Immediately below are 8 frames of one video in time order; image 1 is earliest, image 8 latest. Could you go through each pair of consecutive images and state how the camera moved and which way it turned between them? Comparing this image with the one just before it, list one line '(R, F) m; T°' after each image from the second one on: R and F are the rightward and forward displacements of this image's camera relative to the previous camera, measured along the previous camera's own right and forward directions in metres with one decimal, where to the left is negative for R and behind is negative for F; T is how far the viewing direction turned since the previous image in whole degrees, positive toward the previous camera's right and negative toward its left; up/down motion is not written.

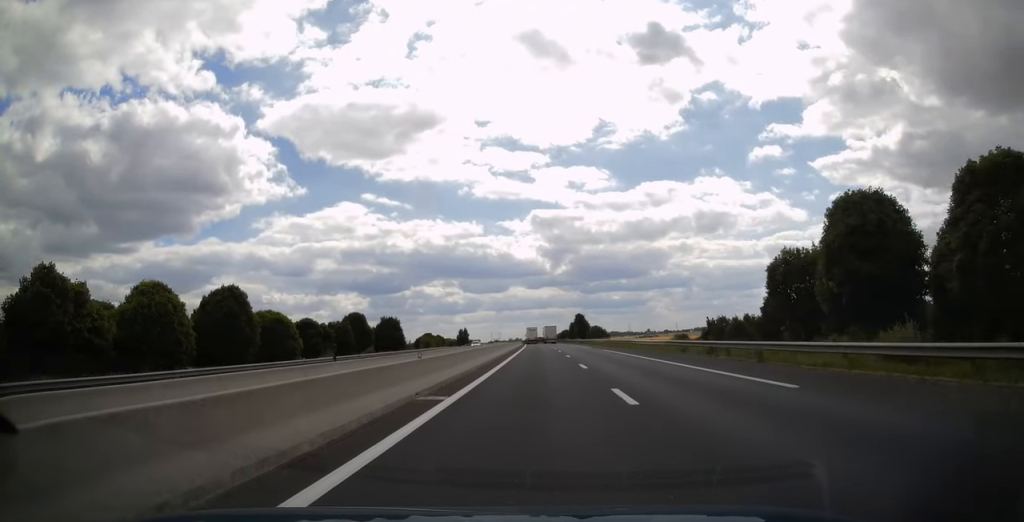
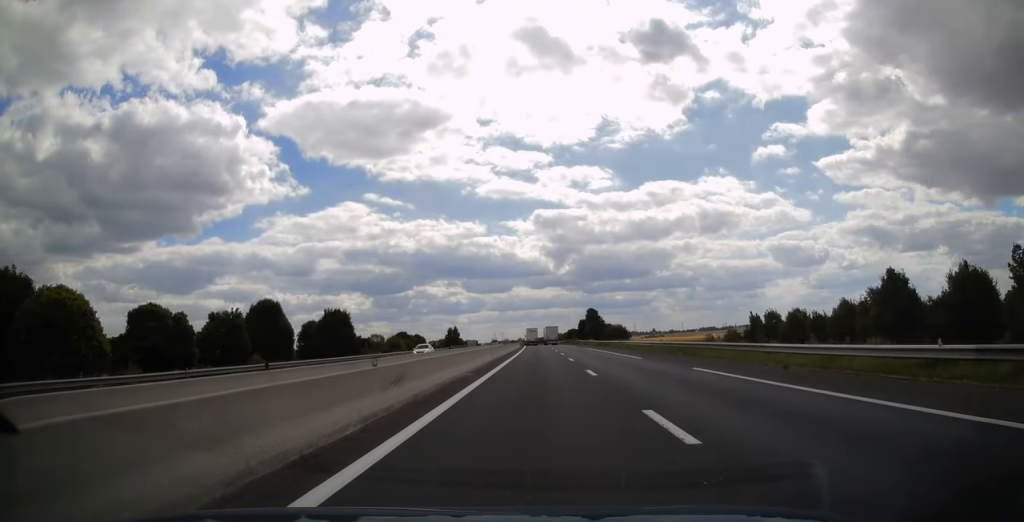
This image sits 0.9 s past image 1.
(0.0, +29.9) m; -1°
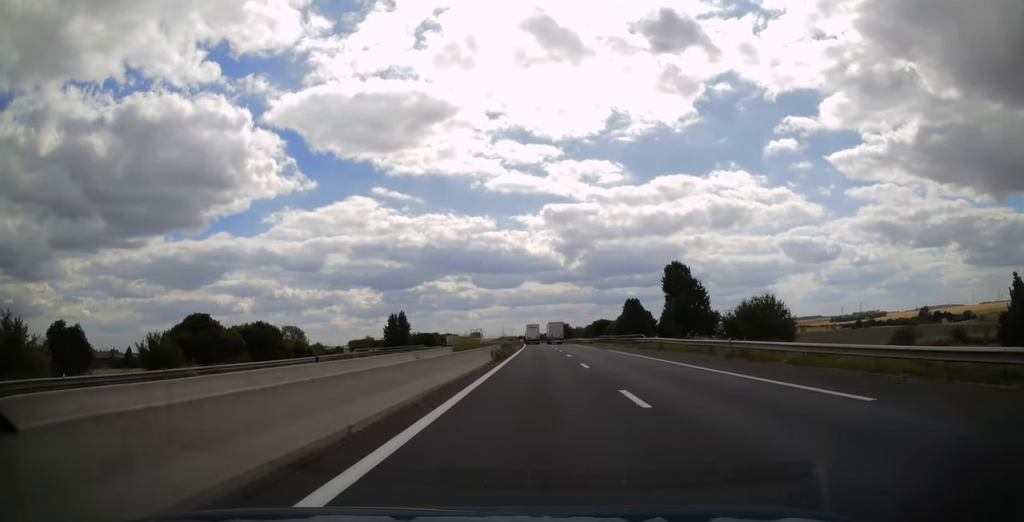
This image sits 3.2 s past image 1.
(-1.2, +73.6) m; -2°
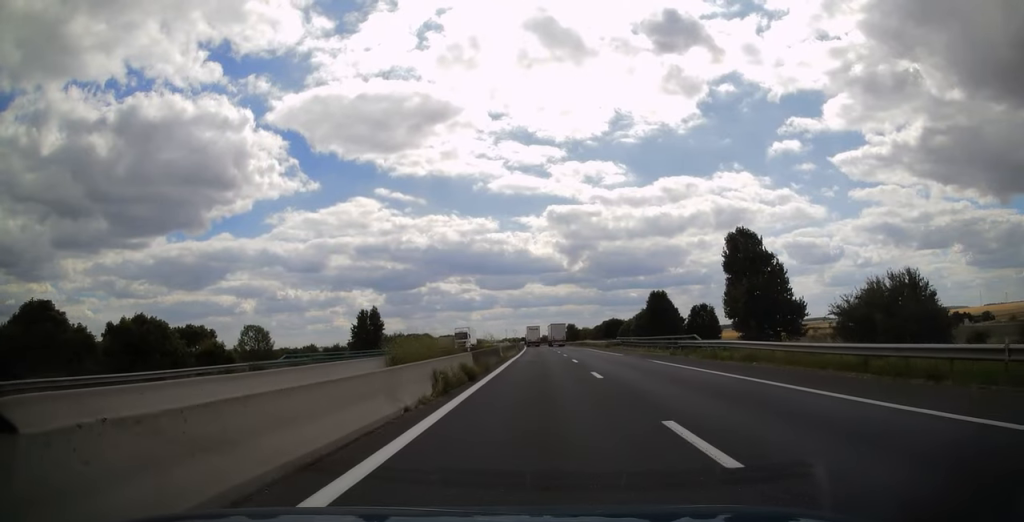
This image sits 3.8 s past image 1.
(-0.3, +17.5) m; 0°
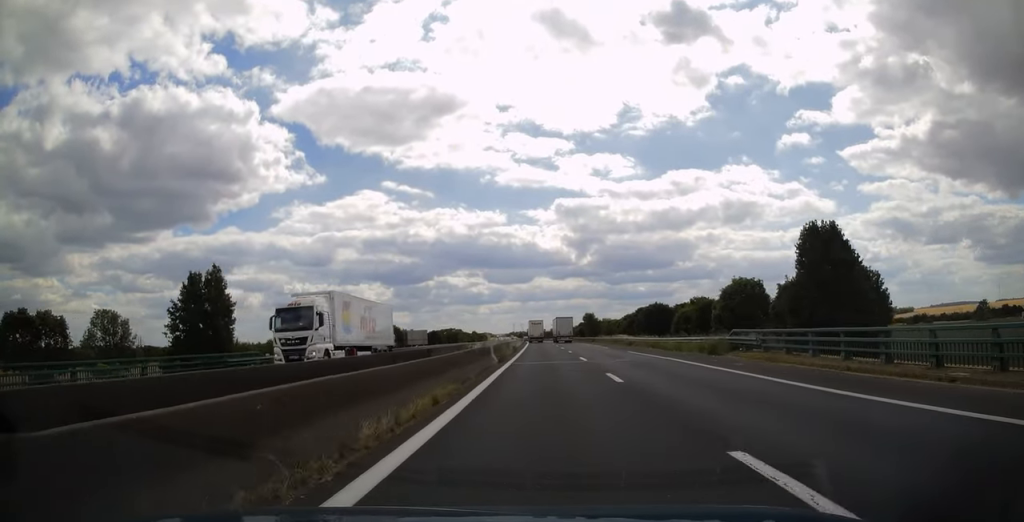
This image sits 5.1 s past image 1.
(+0.2, +40.9) m; 0°
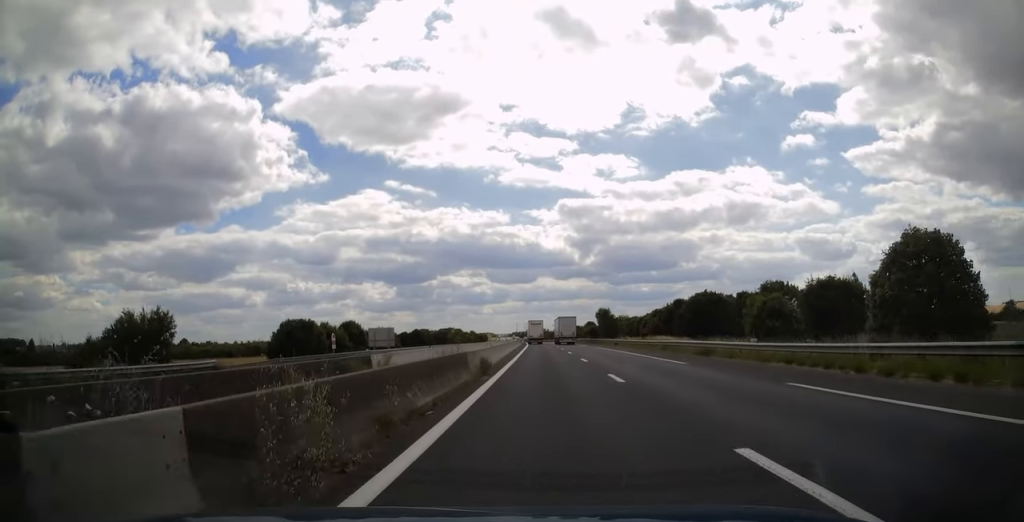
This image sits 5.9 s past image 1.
(-0.4, +25.4) m; 0°
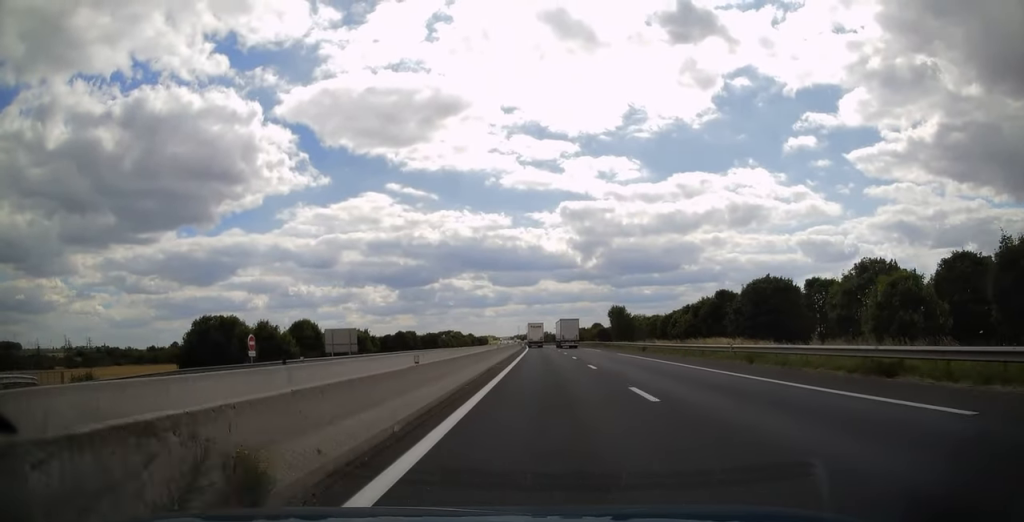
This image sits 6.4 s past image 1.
(+0.1, +17.4) m; 0°
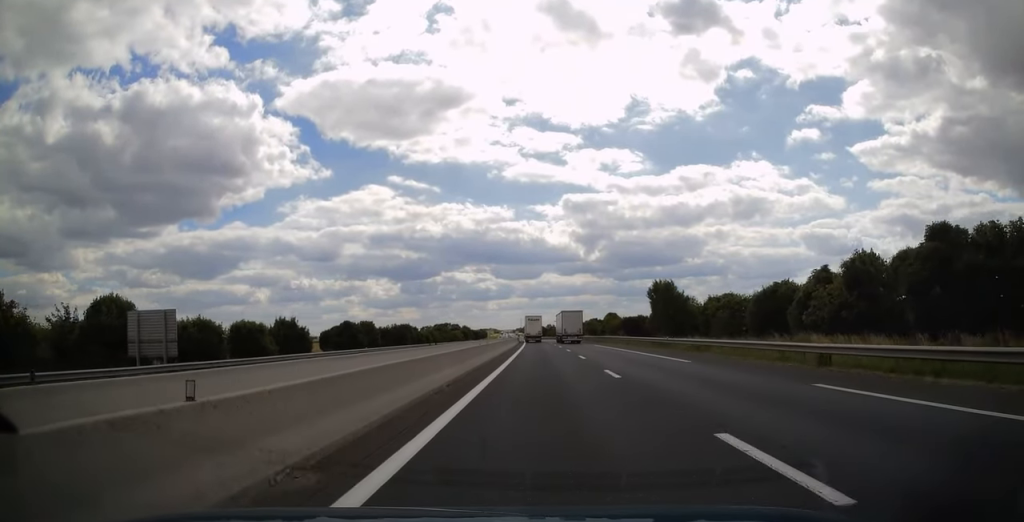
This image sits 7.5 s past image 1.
(-0.1, +33.4) m; 0°
